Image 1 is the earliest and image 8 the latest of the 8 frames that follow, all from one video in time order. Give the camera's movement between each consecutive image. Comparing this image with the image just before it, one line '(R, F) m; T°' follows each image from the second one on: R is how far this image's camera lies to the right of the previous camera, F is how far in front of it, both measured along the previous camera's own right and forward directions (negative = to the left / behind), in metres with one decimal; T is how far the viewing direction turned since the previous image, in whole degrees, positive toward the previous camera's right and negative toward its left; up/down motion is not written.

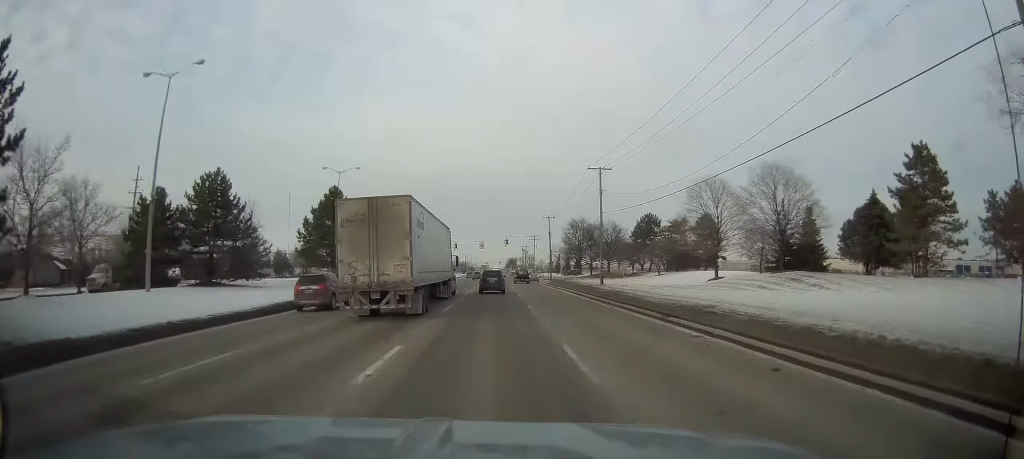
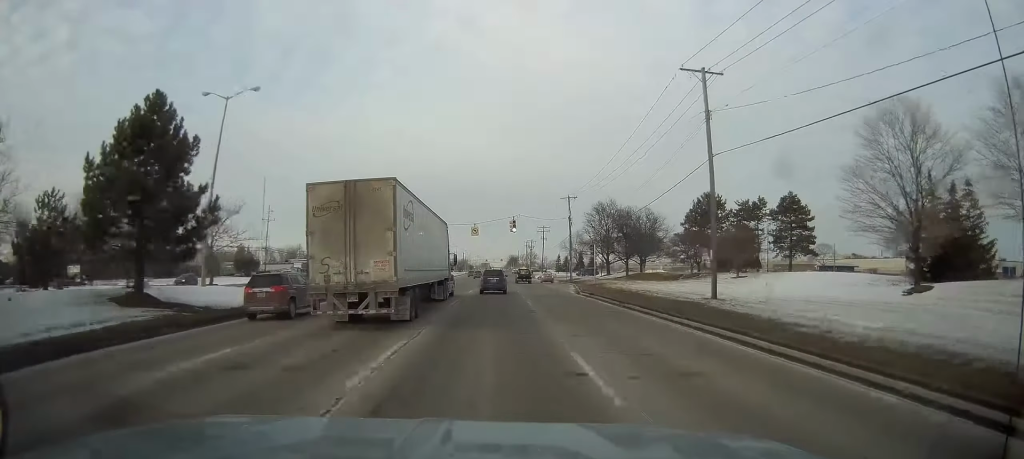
(-0.6, +30.2) m; 0°
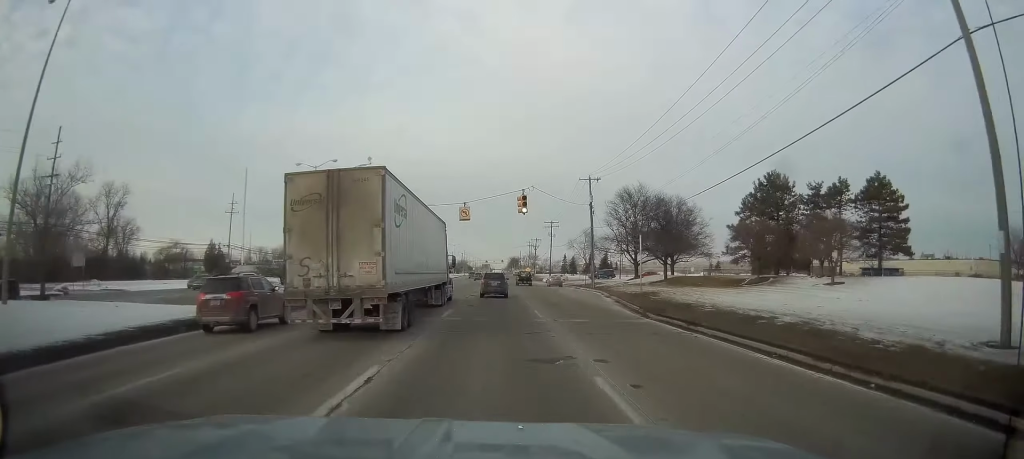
(+0.2, +18.5) m; +1°
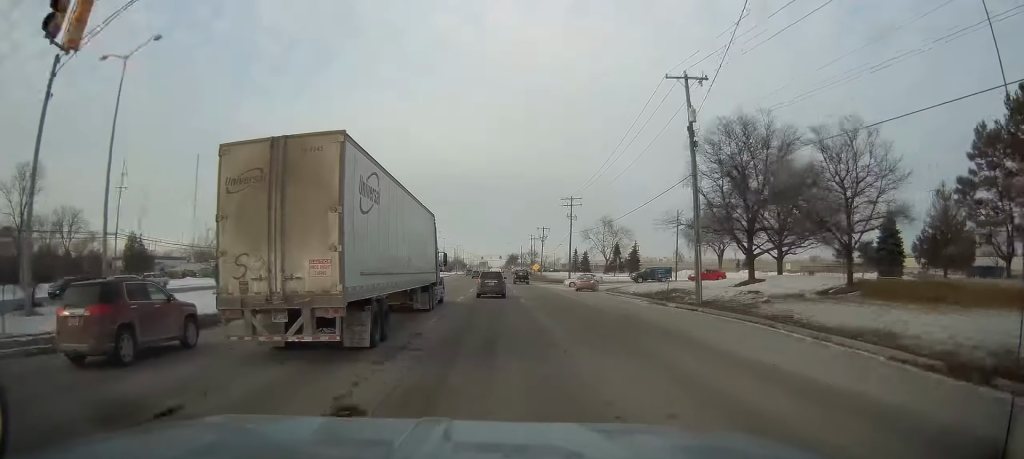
(-0.2, +35.1) m; -2°
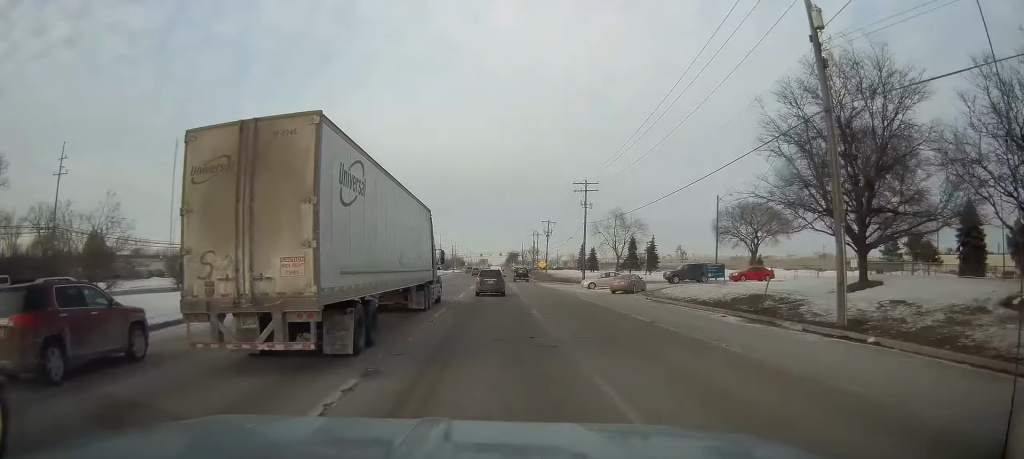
(0.0, +13.5) m; +1°
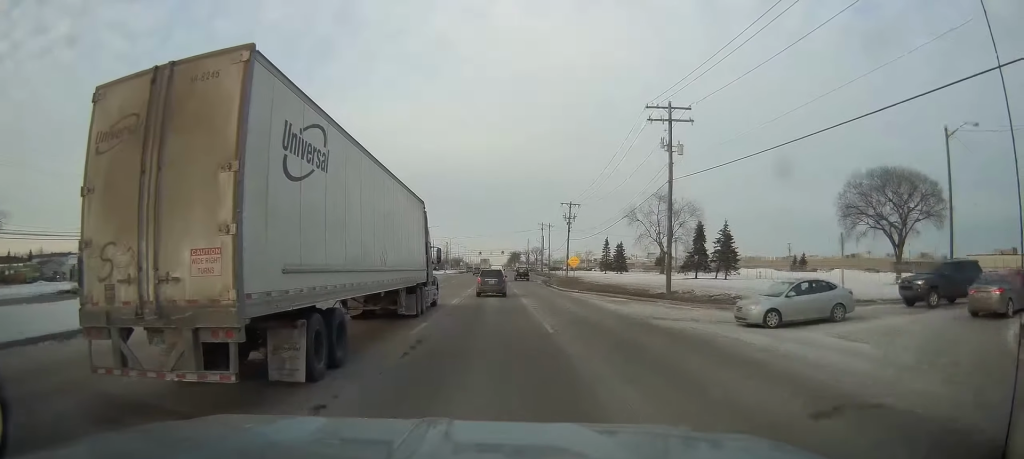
(+0.8, +34.3) m; +1°
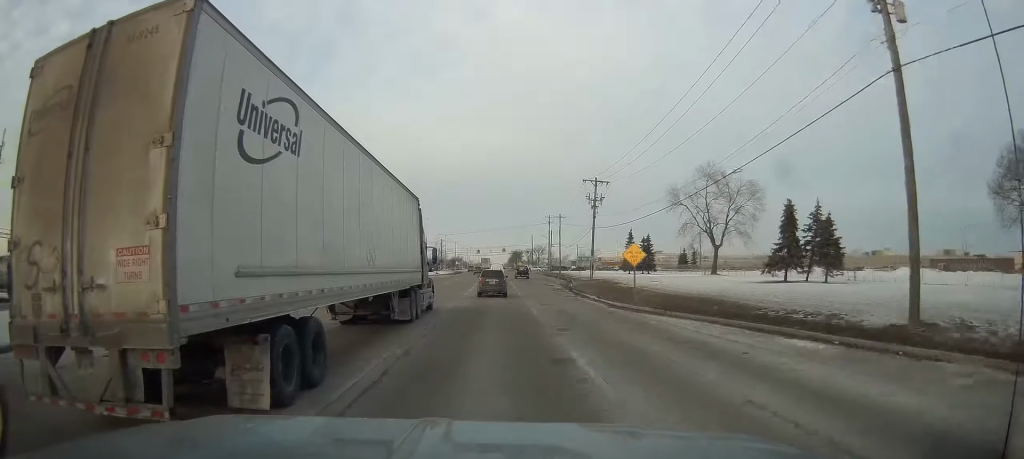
(-0.7, +22.9) m; -2°
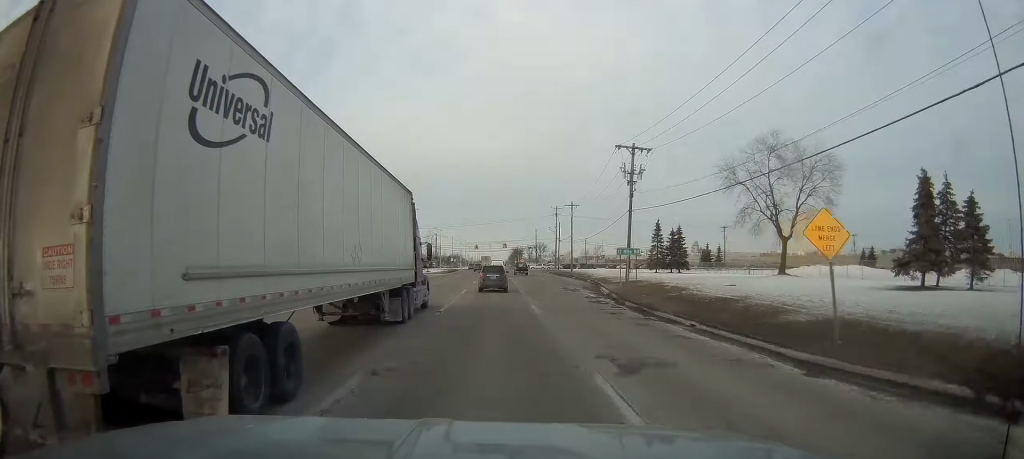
(-0.1, +18.4) m; +1°
